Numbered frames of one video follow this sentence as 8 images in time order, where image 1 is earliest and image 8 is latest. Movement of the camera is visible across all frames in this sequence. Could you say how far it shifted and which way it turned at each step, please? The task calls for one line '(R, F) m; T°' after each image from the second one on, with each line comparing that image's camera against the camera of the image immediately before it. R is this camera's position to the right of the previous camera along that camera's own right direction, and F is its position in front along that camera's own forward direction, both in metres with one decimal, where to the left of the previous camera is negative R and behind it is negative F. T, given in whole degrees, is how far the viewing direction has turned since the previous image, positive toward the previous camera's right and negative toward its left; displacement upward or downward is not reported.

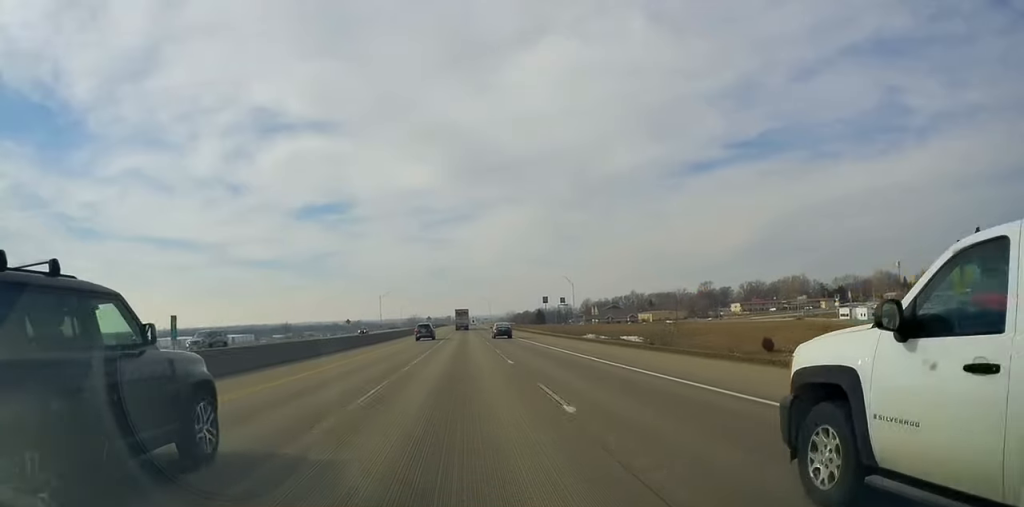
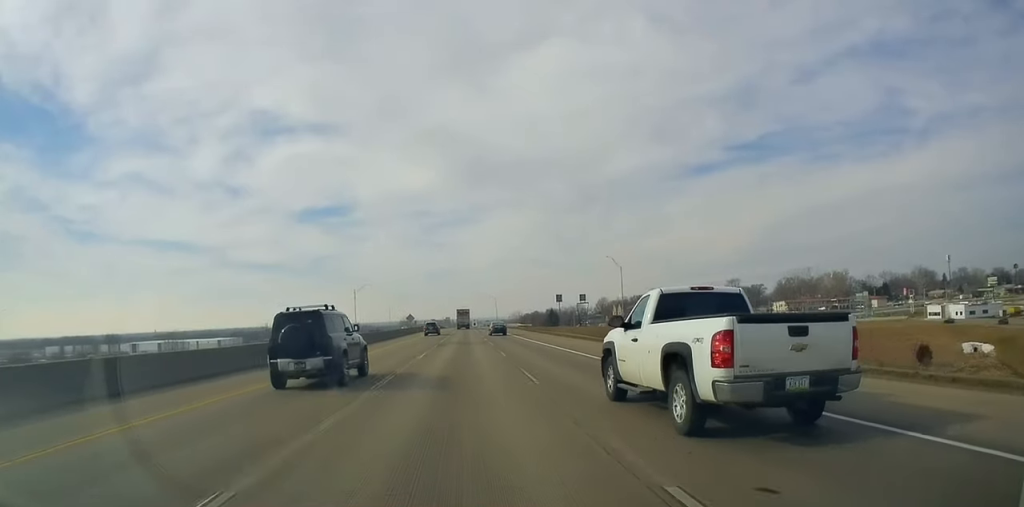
(-0.9, +58.0) m; -1°
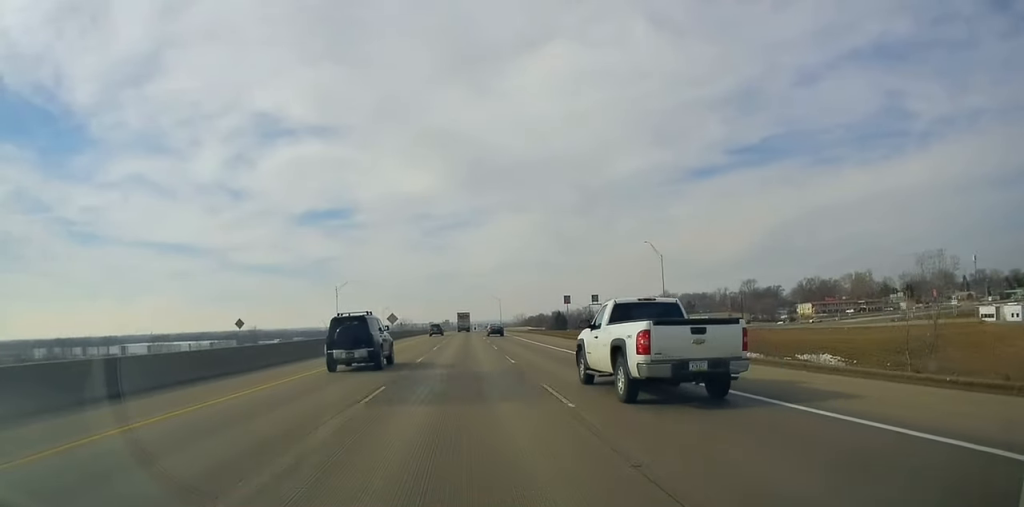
(+0.8, +27.7) m; +1°
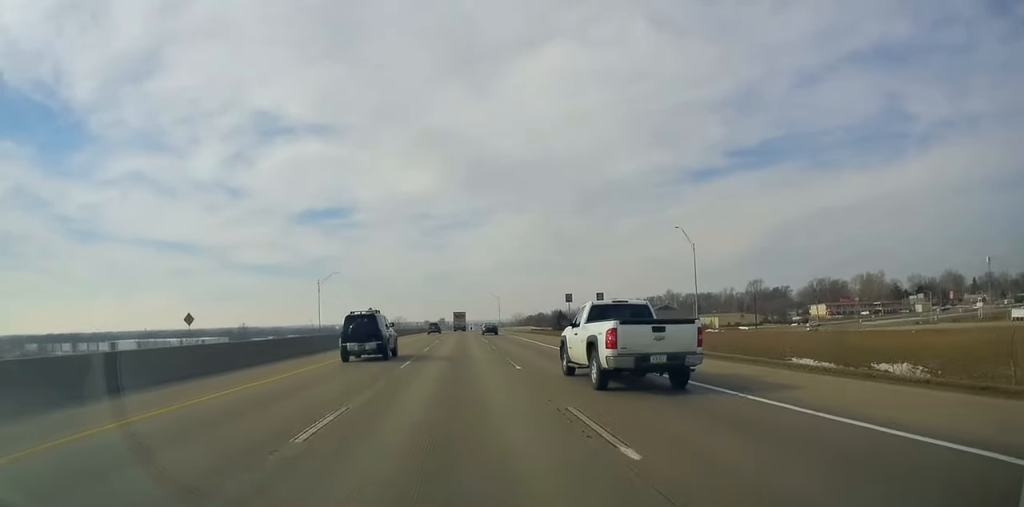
(-0.3, +16.1) m; -1°
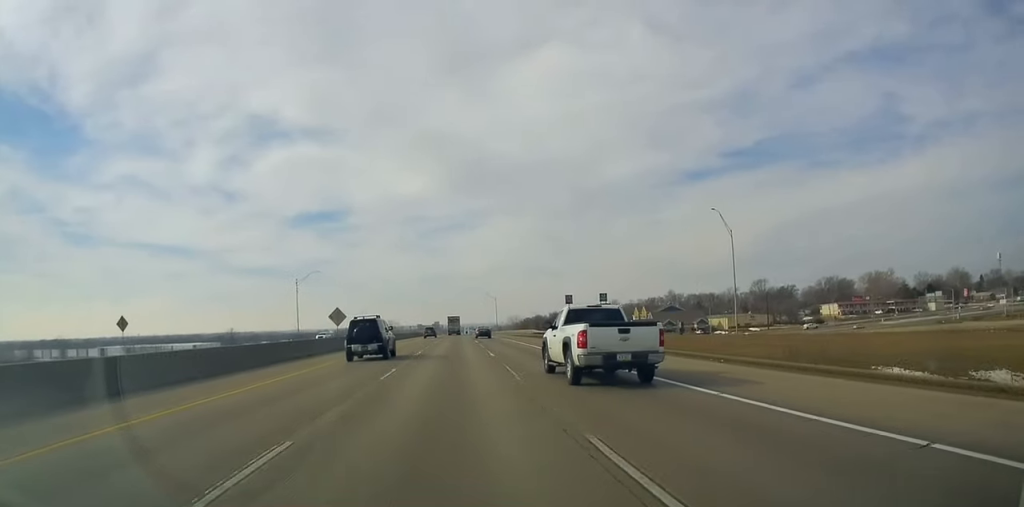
(-0.1, +15.0) m; 0°
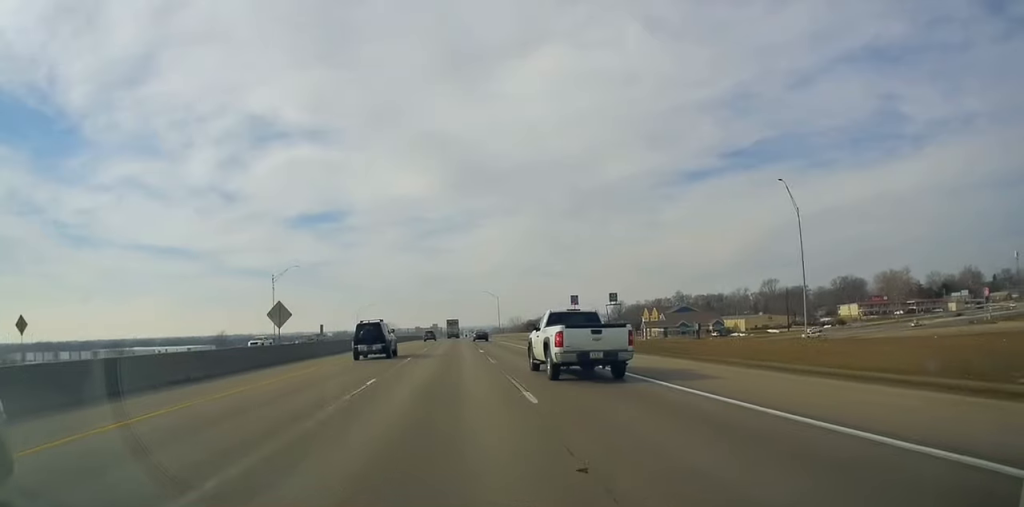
(-0.1, +16.2) m; +1°
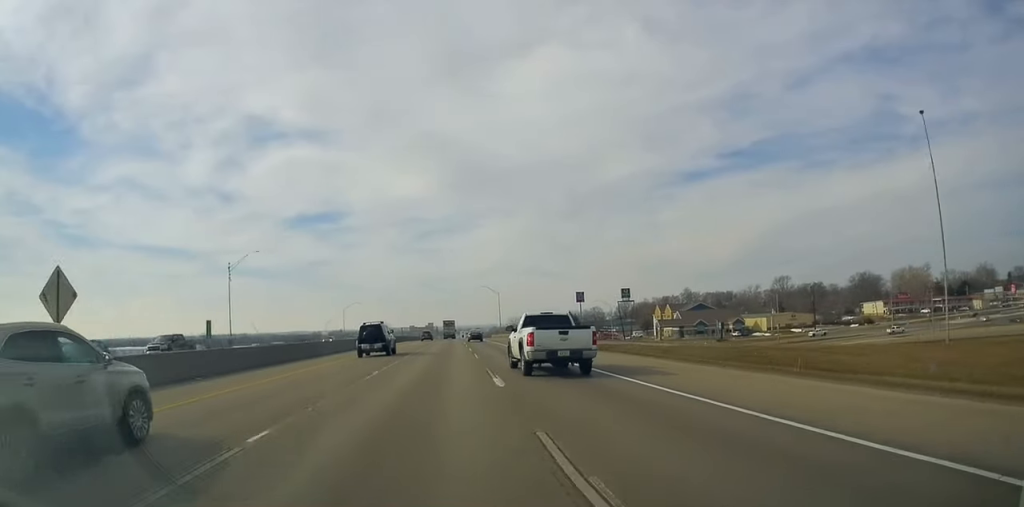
(+0.2, +21.0) m; 0°
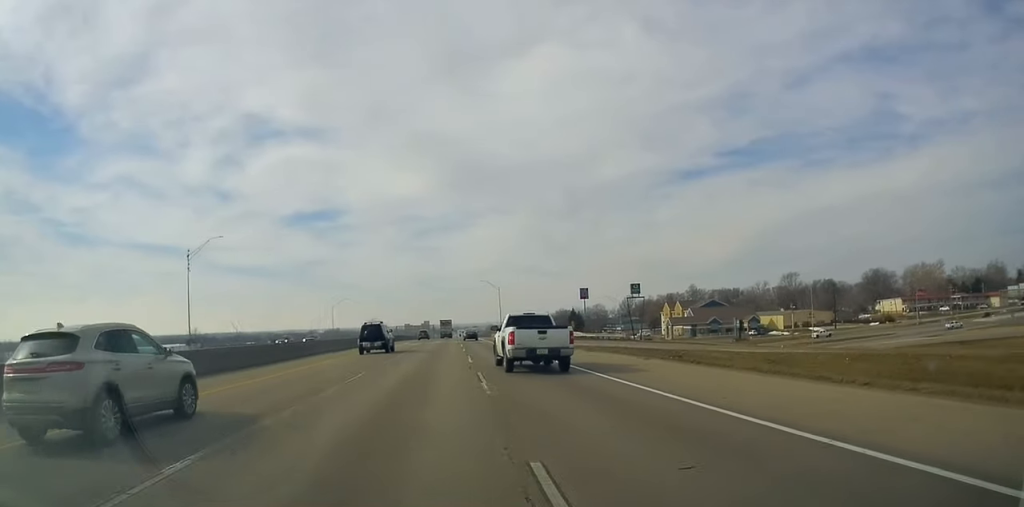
(+0.3, +14.0) m; 0°
